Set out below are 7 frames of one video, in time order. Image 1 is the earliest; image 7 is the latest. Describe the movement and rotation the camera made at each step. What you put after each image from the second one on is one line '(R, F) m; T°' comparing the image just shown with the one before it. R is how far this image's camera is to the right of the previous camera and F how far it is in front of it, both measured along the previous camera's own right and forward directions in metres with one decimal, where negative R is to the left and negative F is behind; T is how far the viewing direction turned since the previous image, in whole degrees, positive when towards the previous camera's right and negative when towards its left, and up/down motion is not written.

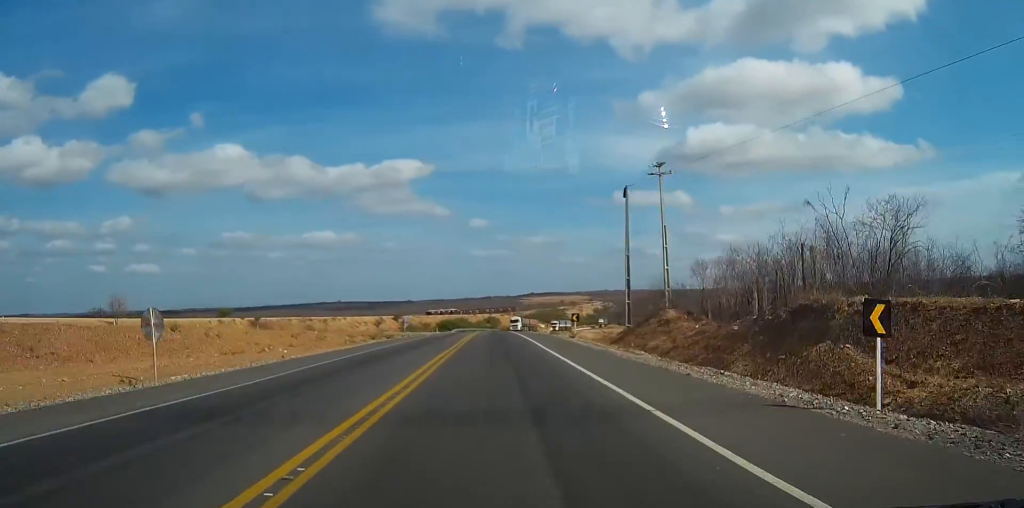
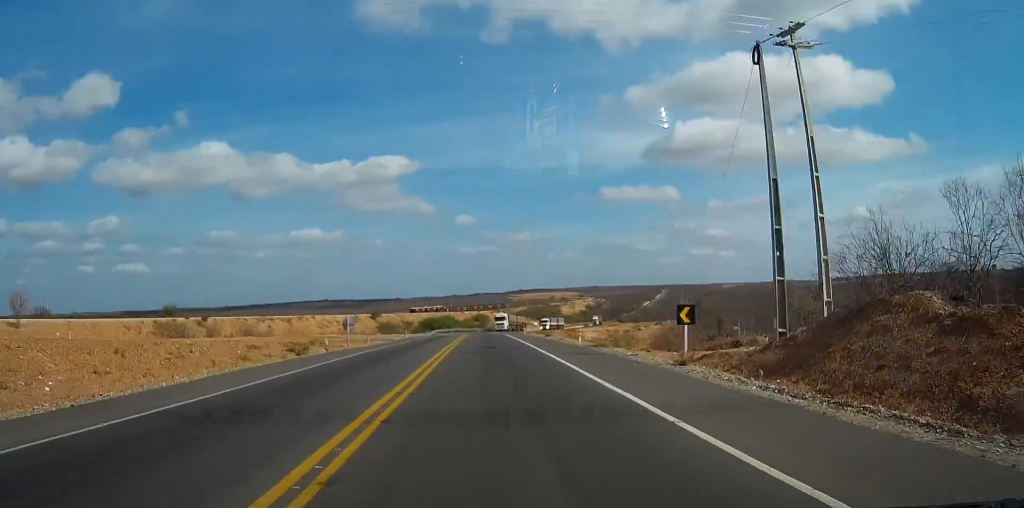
(+1.0, +27.0) m; +3°
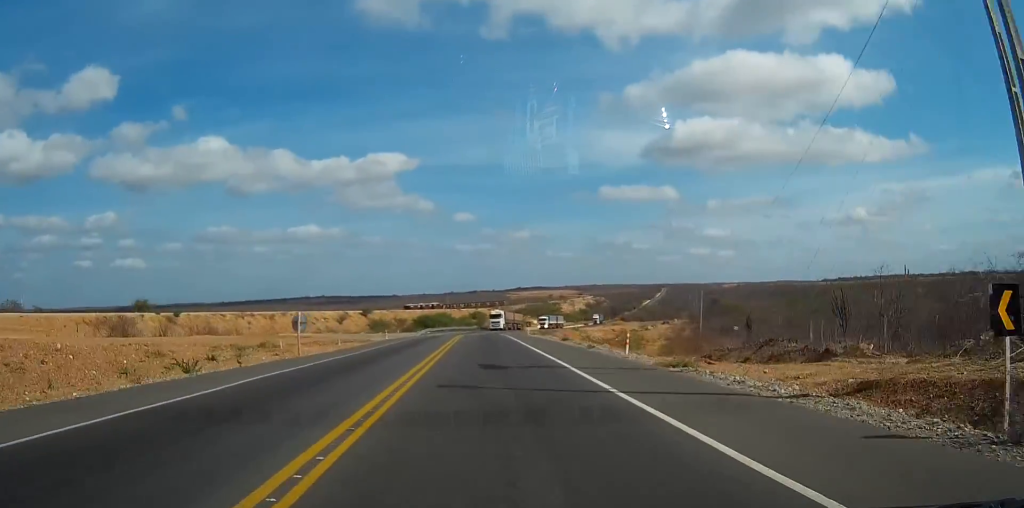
(+0.1, +12.9) m; 0°
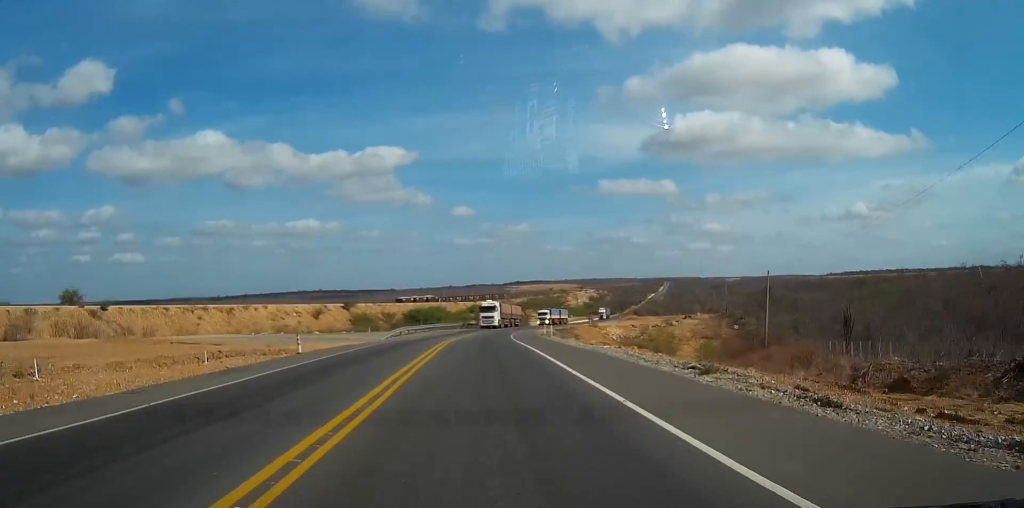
(+0.1, +27.3) m; 0°
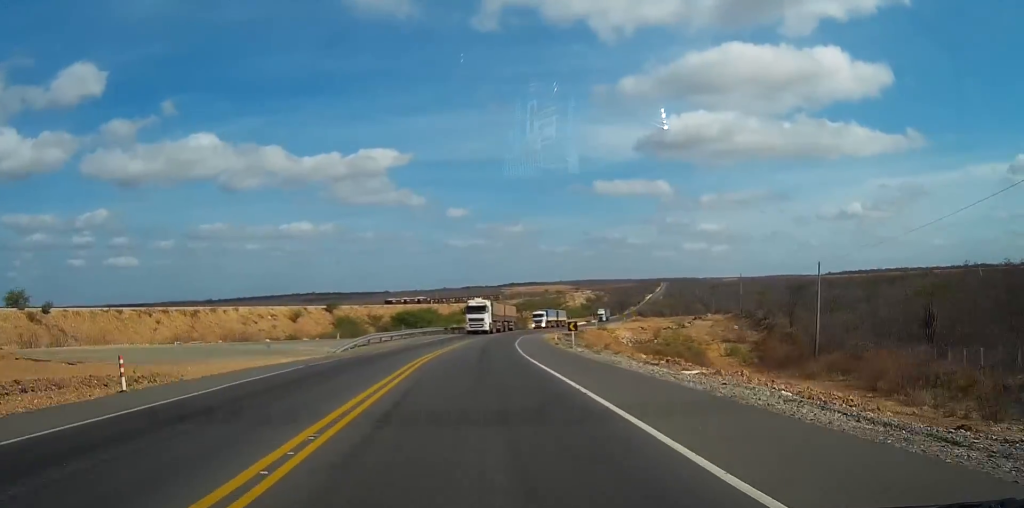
(0.0, +15.3) m; 0°
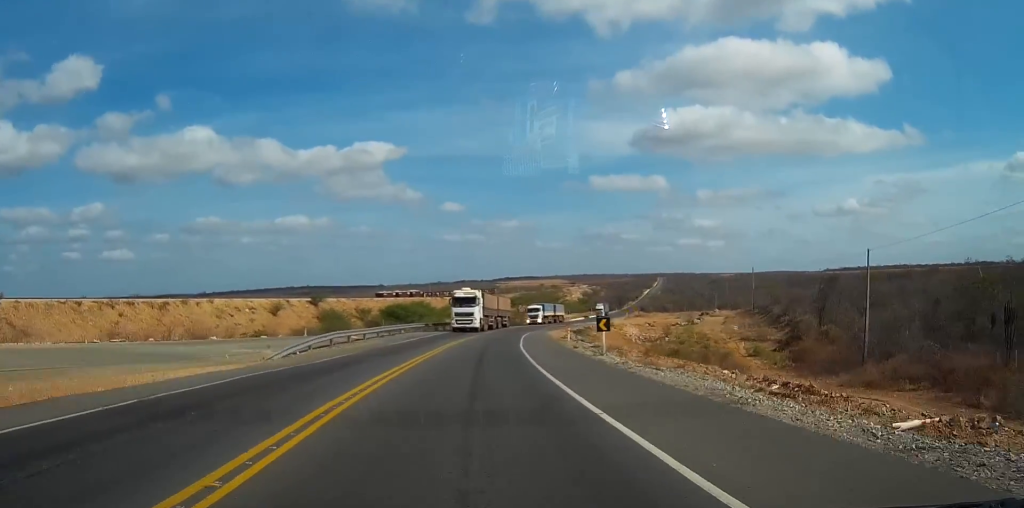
(0.0, +11.0) m; +1°
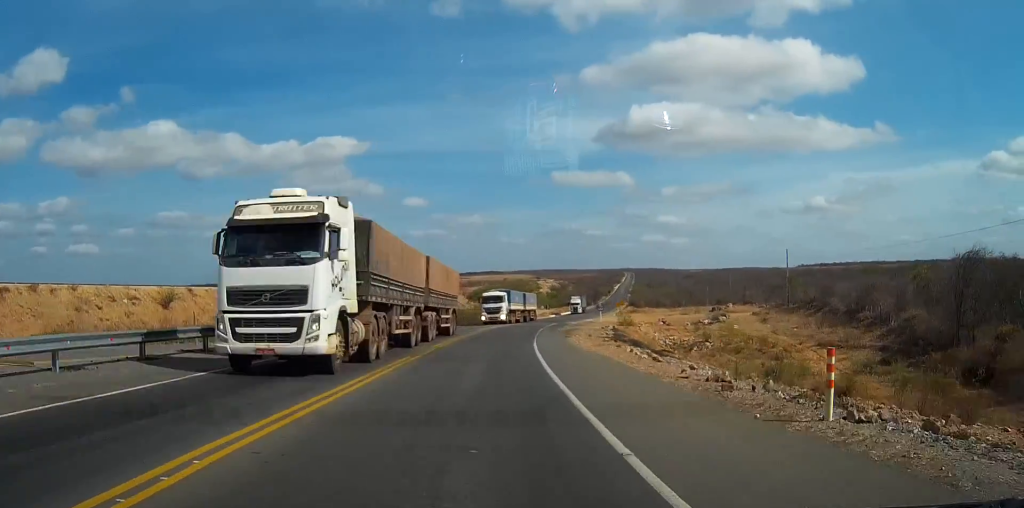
(+0.7, +36.6) m; +4°
